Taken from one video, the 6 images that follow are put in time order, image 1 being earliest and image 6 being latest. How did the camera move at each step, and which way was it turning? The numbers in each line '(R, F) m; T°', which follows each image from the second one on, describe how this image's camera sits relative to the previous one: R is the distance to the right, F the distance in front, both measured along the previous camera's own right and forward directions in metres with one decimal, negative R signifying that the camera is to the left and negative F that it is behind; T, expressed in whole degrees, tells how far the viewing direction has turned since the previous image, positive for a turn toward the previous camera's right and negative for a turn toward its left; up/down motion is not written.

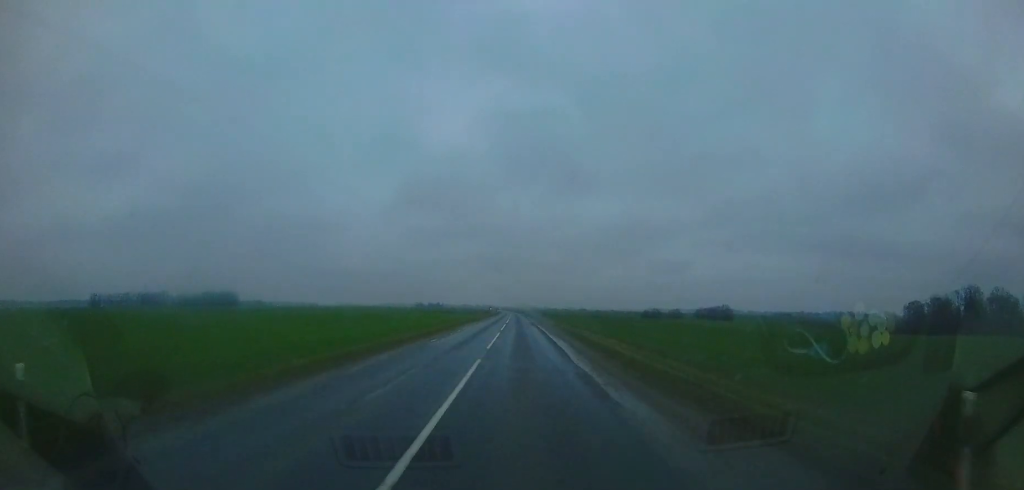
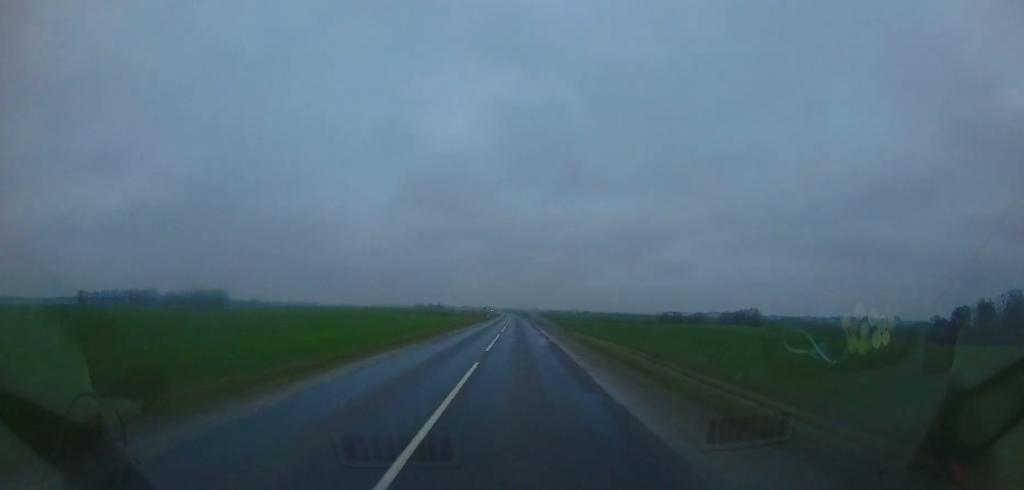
(0.0, +24.6) m; +1°
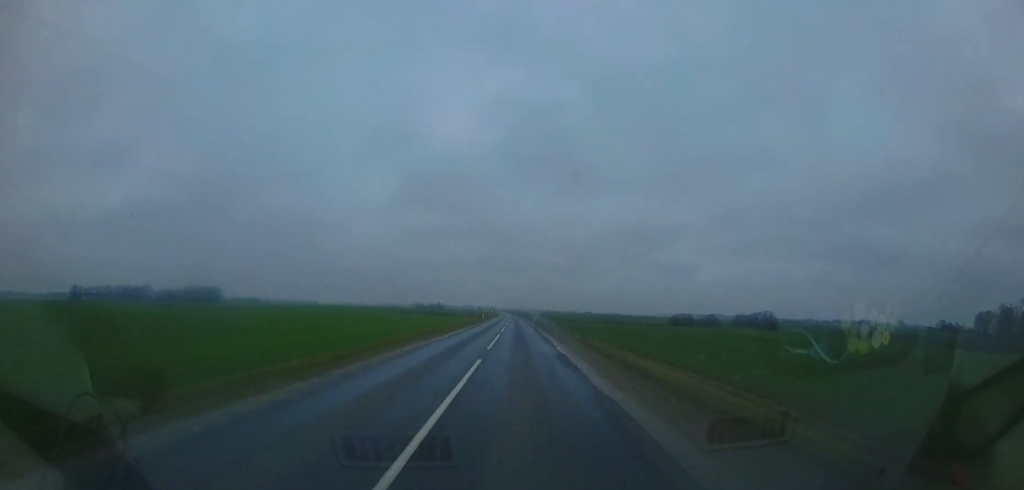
(+0.1, +11.3) m; 0°
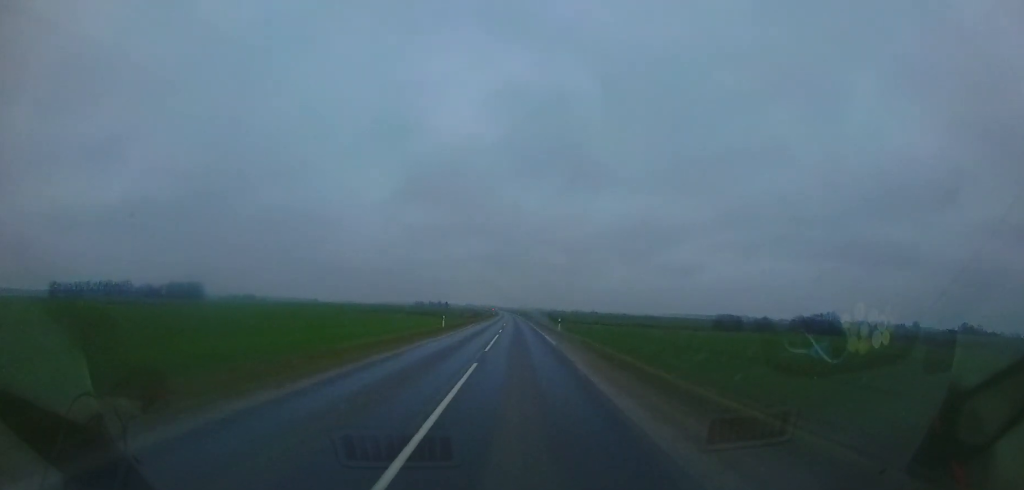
(+0.2, +37.2) m; 0°
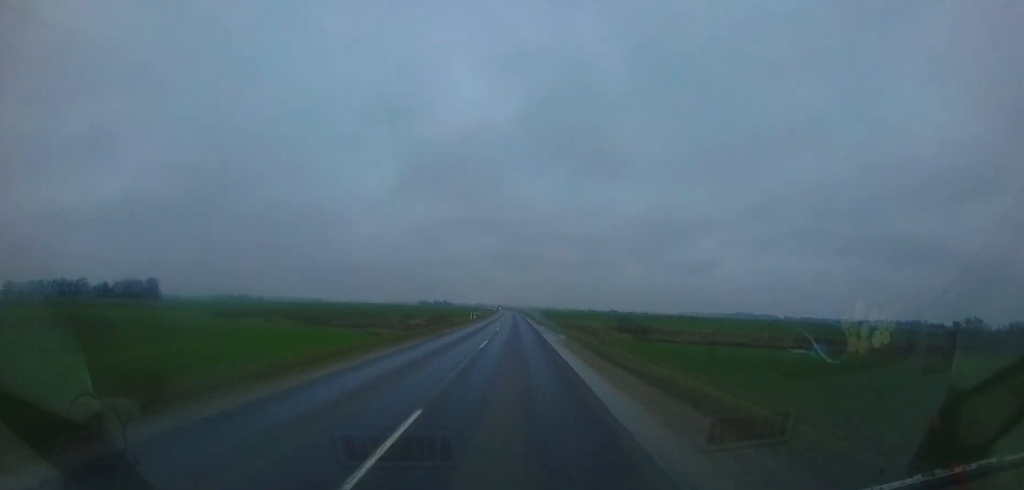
(-2.1, +82.9) m; -2°
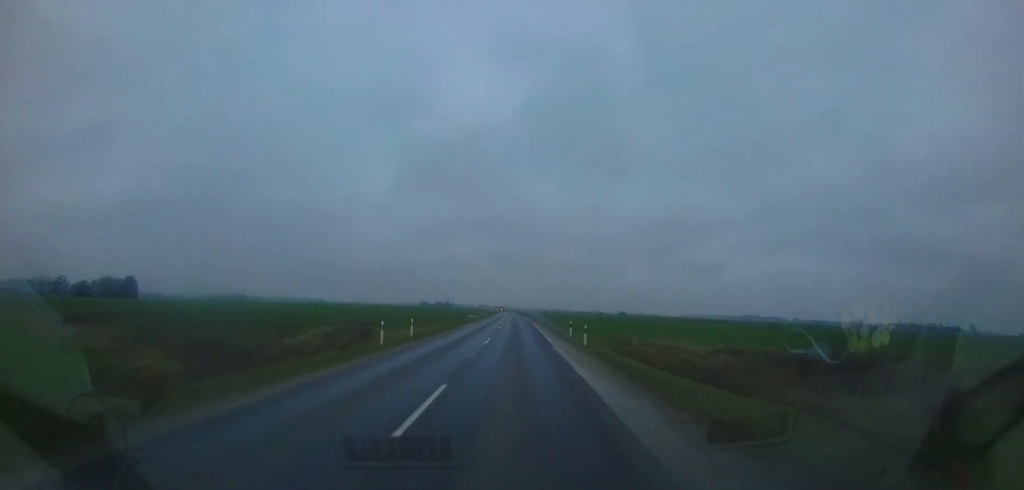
(-0.9, +34.1) m; -2°
